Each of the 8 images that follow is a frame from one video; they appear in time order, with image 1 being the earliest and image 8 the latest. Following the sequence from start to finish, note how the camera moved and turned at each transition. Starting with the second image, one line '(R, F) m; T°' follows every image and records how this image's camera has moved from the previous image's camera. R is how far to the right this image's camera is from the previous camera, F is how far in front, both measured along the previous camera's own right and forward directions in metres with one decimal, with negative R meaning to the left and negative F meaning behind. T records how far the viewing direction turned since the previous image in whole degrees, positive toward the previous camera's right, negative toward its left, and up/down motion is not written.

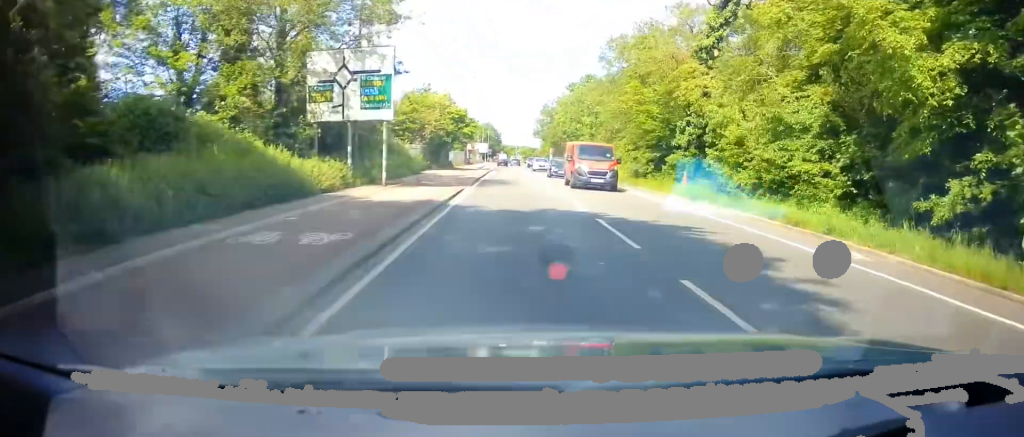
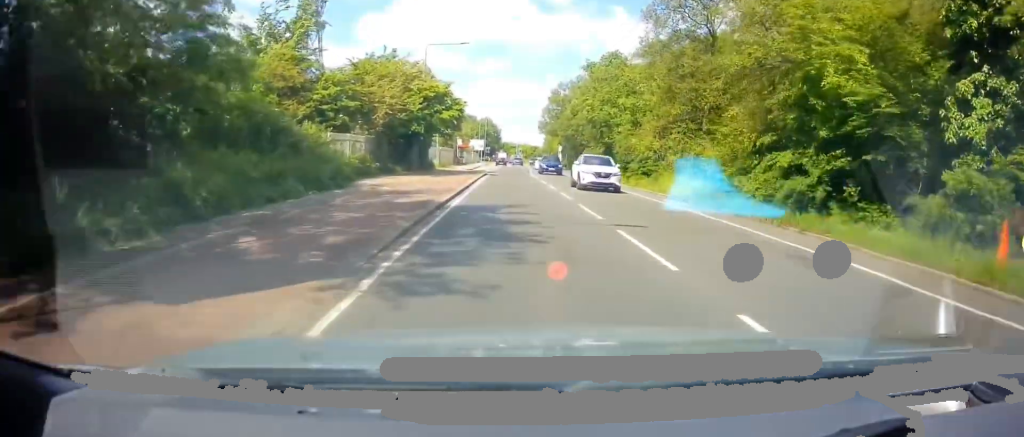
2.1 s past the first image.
(+0.2, +18.5) m; 0°
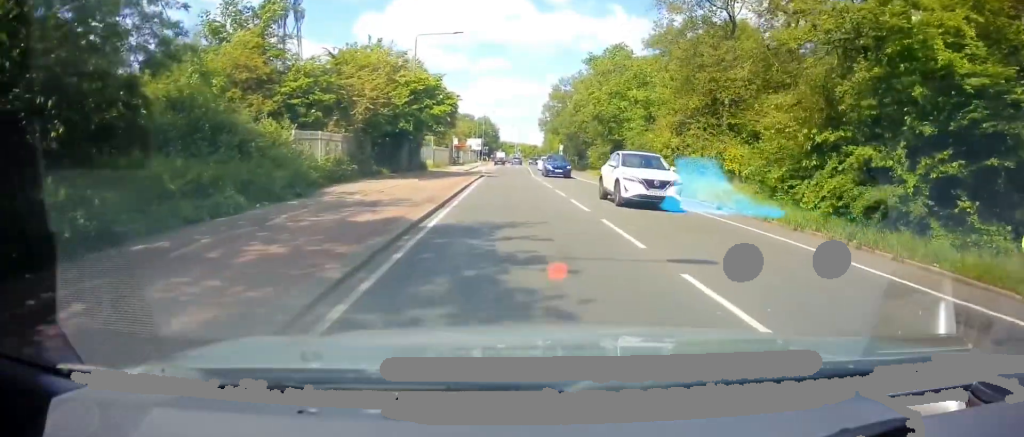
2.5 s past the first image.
(0.0, +3.9) m; 0°
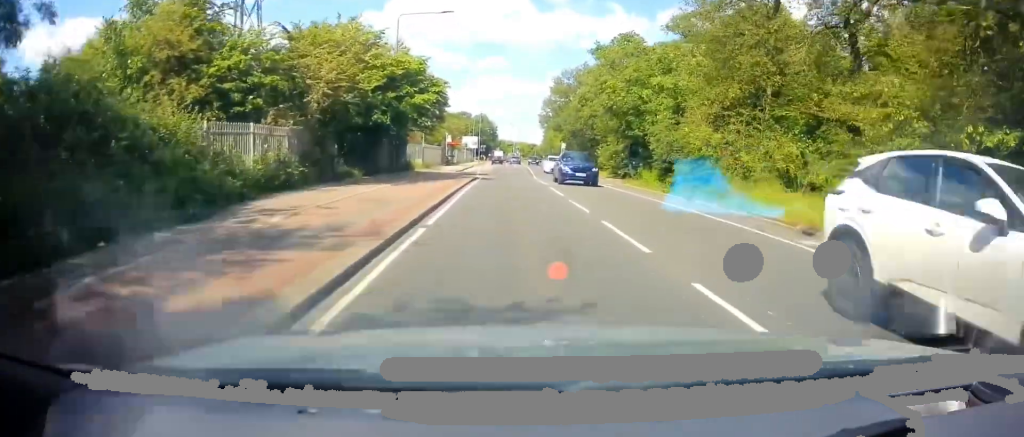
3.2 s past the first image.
(0.0, +6.2) m; 0°
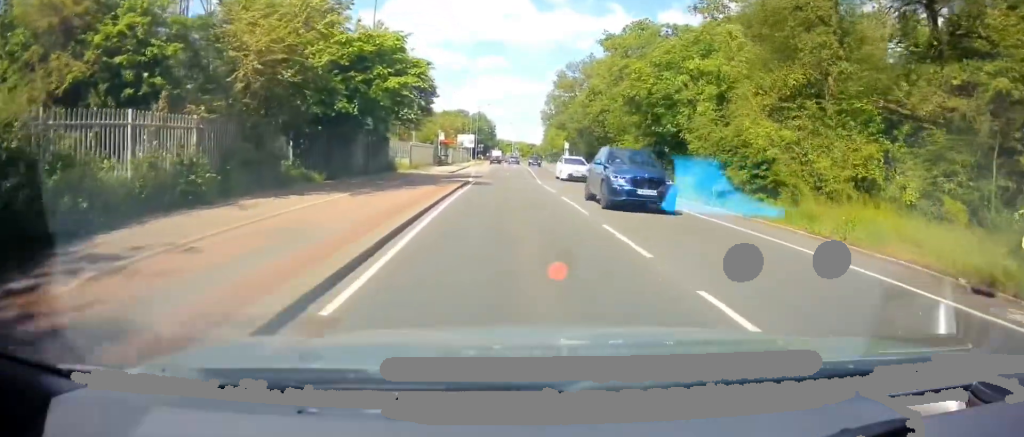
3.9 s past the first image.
(0.0, +6.2) m; 0°
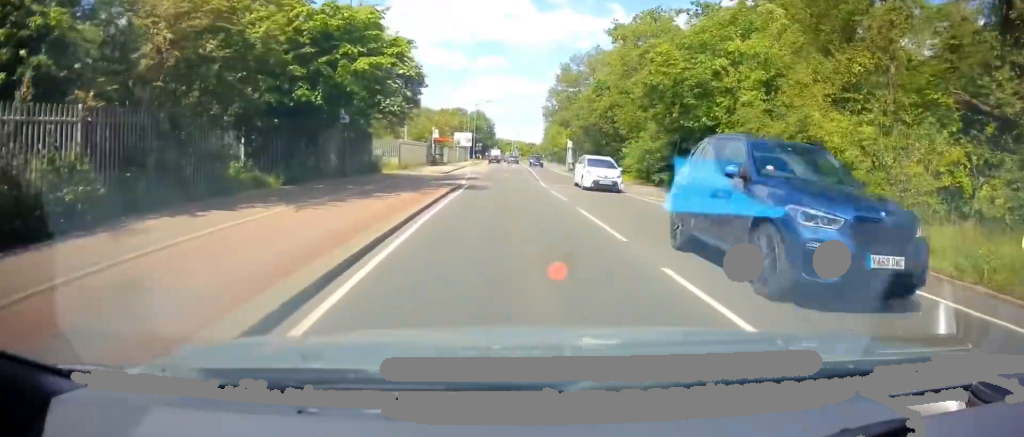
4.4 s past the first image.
(+0.1, +4.4) m; 0°
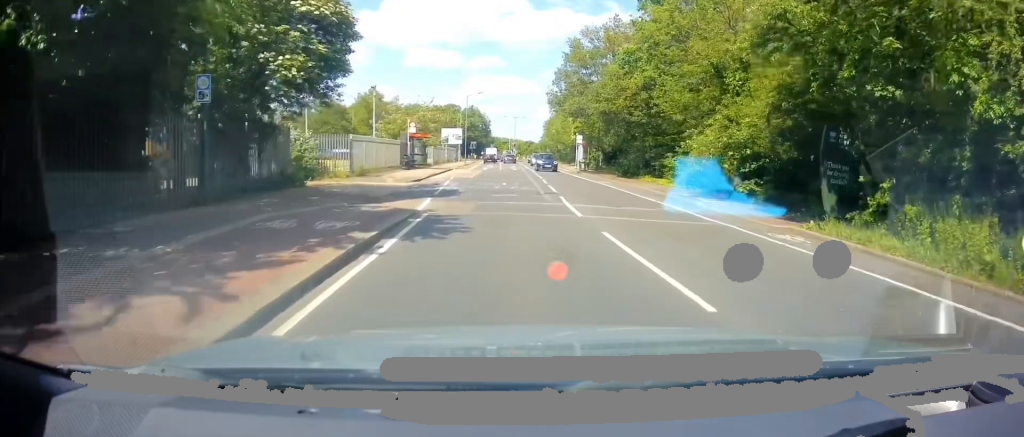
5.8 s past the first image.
(-0.1, +12.2) m; -1°
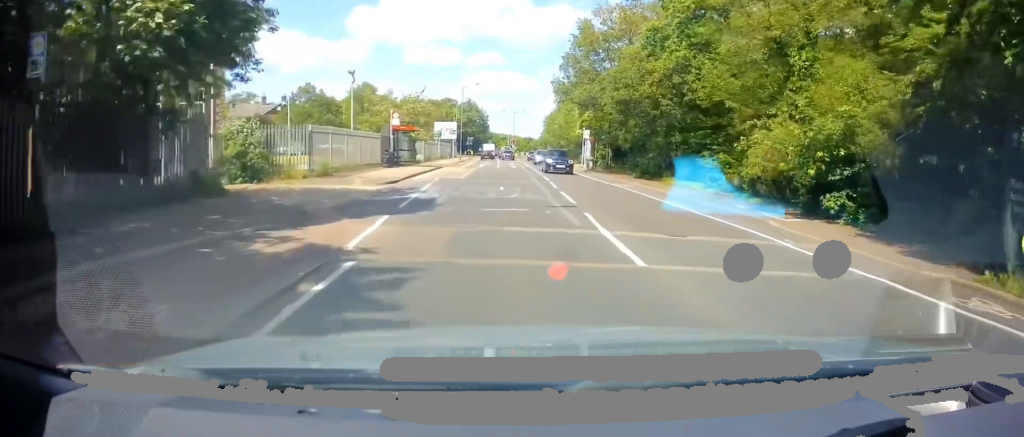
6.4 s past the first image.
(0.0, +6.1) m; +1°
